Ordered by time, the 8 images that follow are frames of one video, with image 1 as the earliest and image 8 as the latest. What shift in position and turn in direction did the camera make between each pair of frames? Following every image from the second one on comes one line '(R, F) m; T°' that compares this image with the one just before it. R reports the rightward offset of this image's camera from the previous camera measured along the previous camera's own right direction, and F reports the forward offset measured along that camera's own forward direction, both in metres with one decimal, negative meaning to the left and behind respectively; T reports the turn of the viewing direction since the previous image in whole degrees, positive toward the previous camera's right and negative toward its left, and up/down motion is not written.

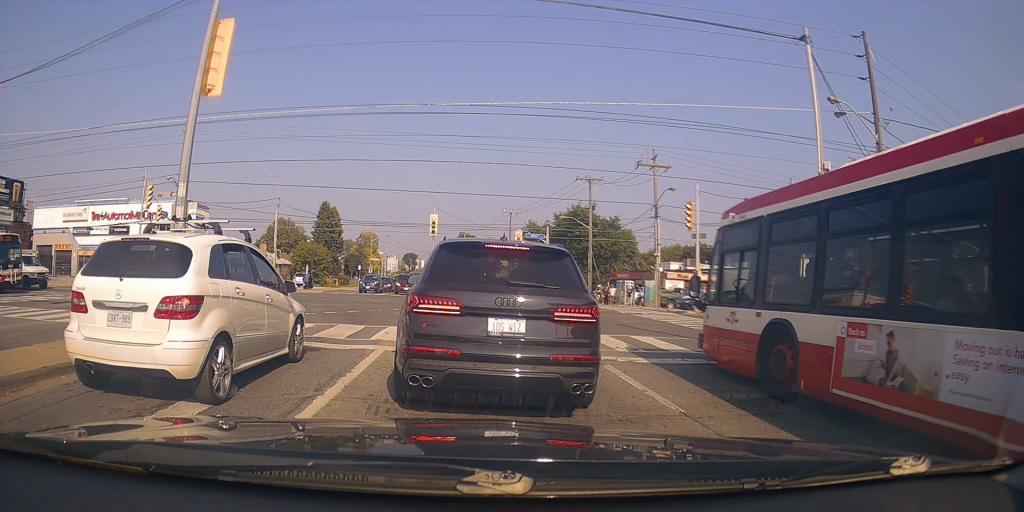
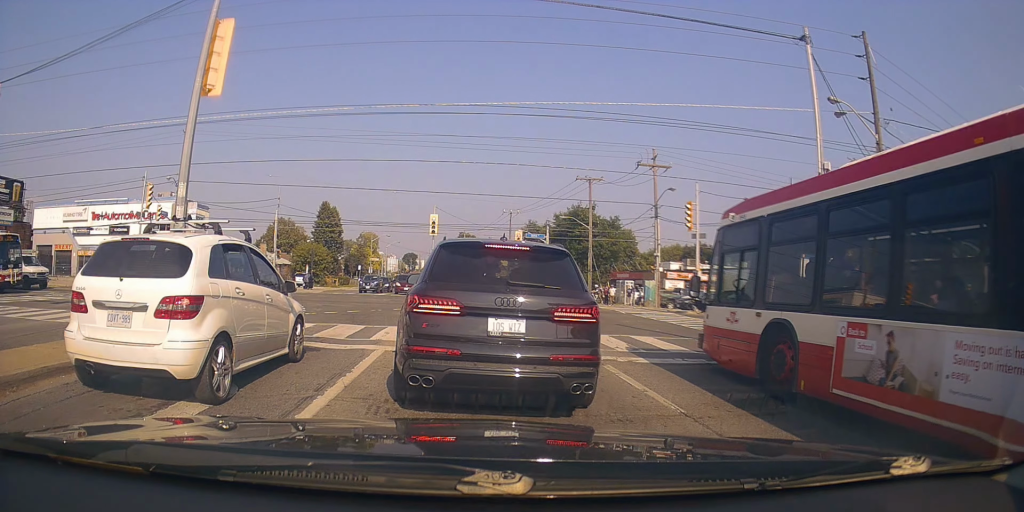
(0.0, 0.0) m; 0°
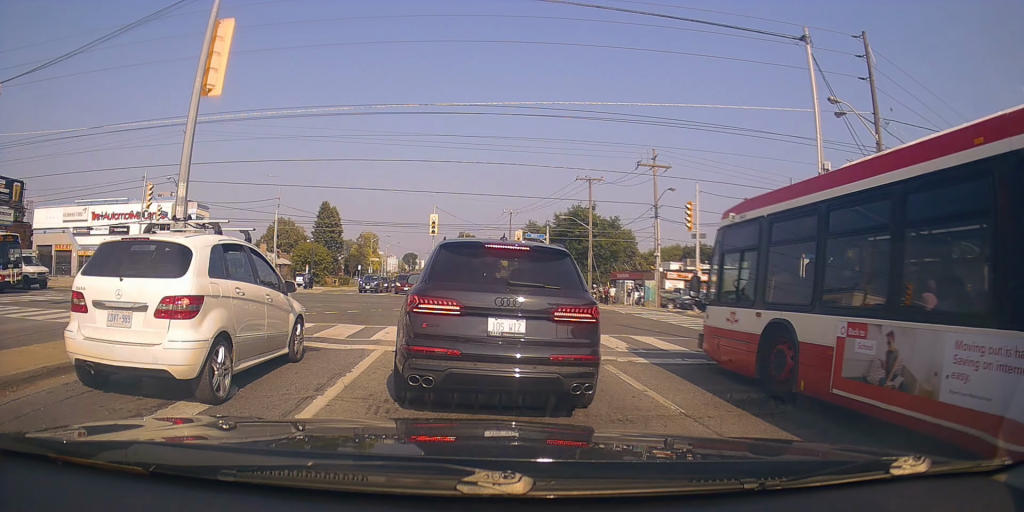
(0.0, 0.0) m; 0°
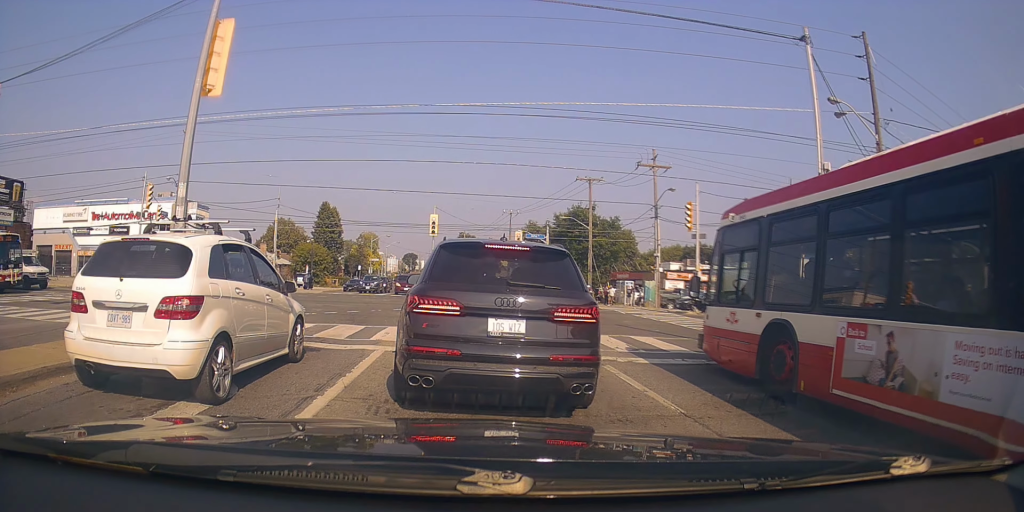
(0.0, 0.0) m; 0°
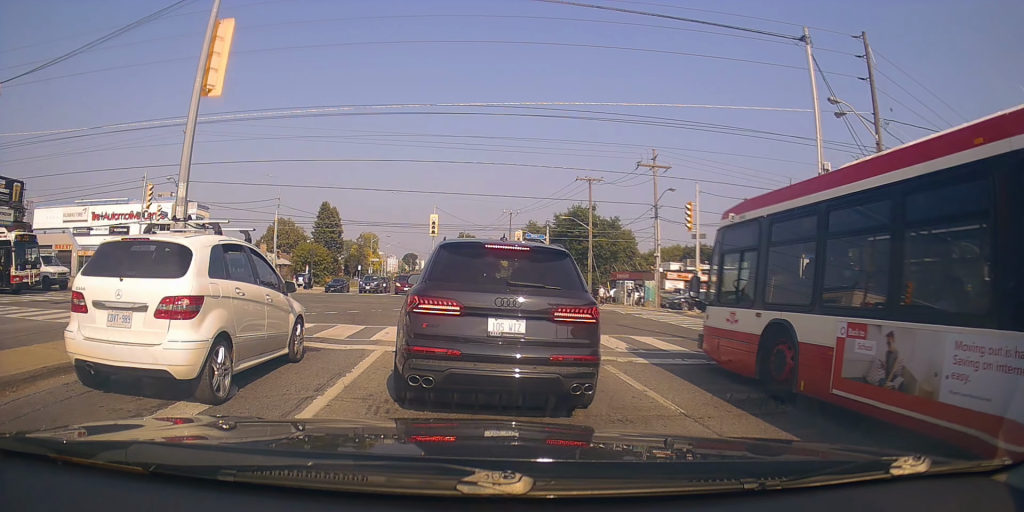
(0.0, 0.0) m; 0°
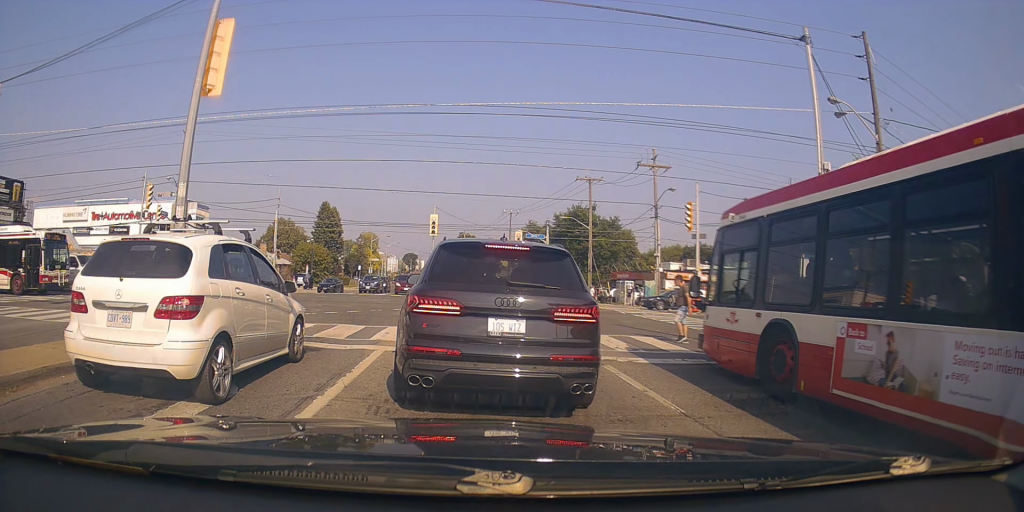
(0.0, 0.0) m; 0°
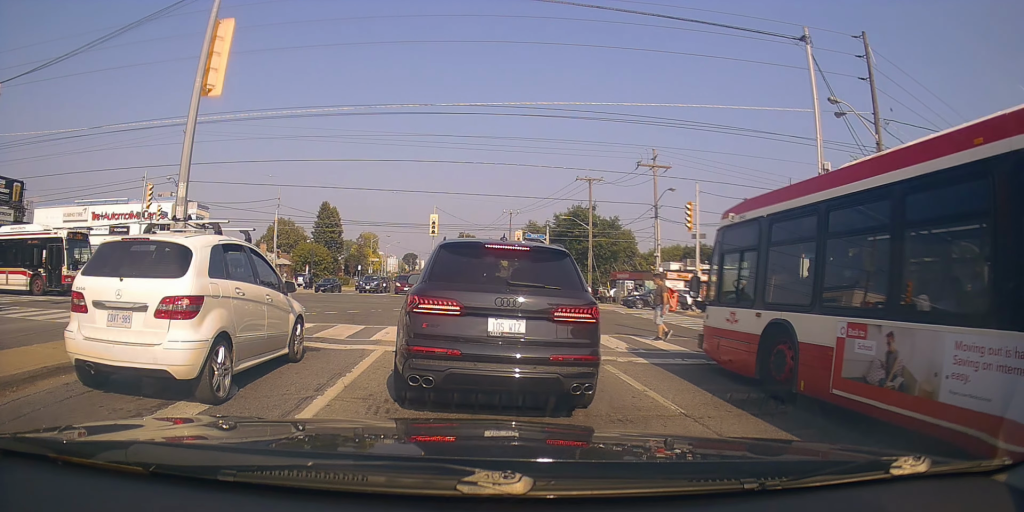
(0.0, 0.0) m; 0°
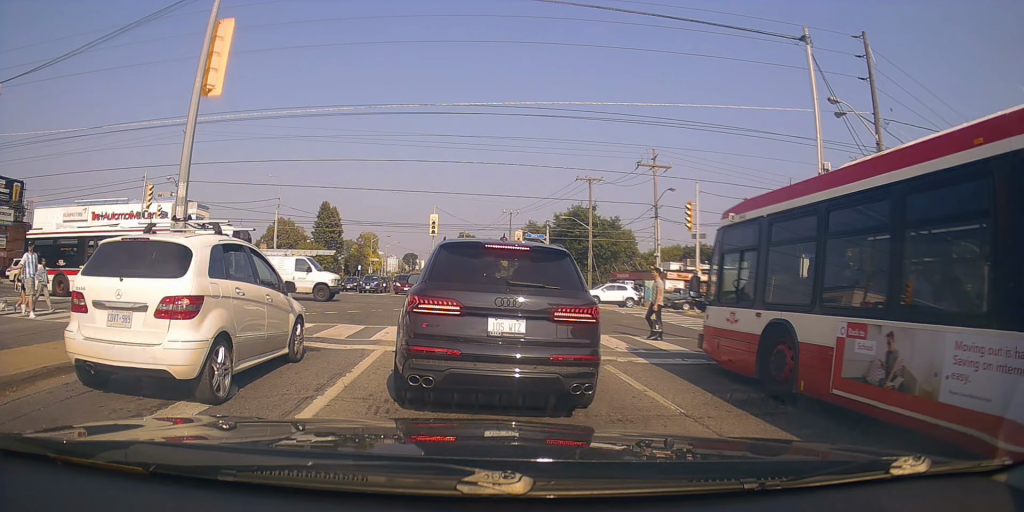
(0.0, 0.0) m; 0°
